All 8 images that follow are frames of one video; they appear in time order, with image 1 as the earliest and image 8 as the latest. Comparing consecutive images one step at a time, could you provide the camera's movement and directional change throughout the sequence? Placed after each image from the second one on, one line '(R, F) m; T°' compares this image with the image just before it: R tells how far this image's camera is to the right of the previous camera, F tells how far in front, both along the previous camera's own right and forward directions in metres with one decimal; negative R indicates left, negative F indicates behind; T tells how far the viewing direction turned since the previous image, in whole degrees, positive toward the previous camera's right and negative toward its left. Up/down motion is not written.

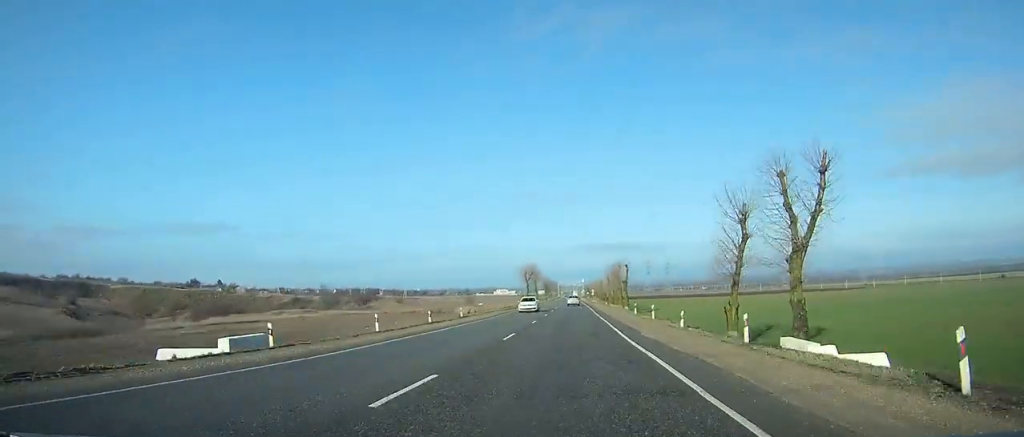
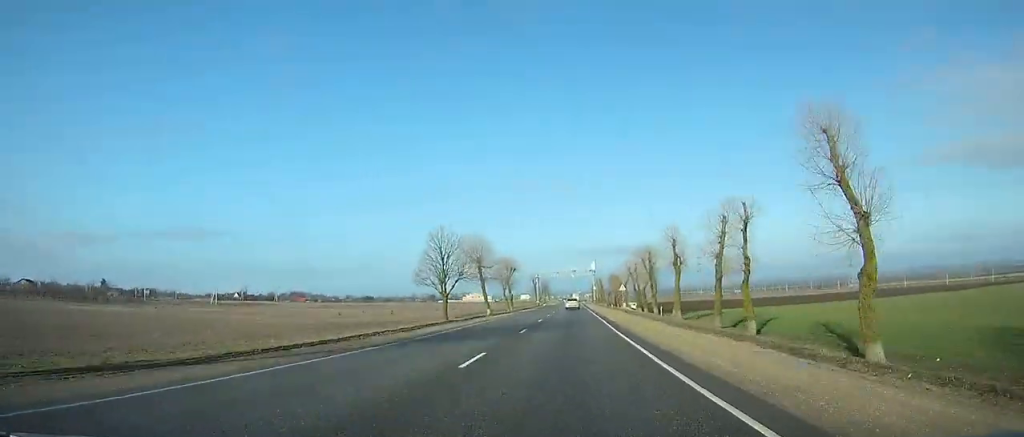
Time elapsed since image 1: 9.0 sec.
(+12.0, +209.2) m; -1°
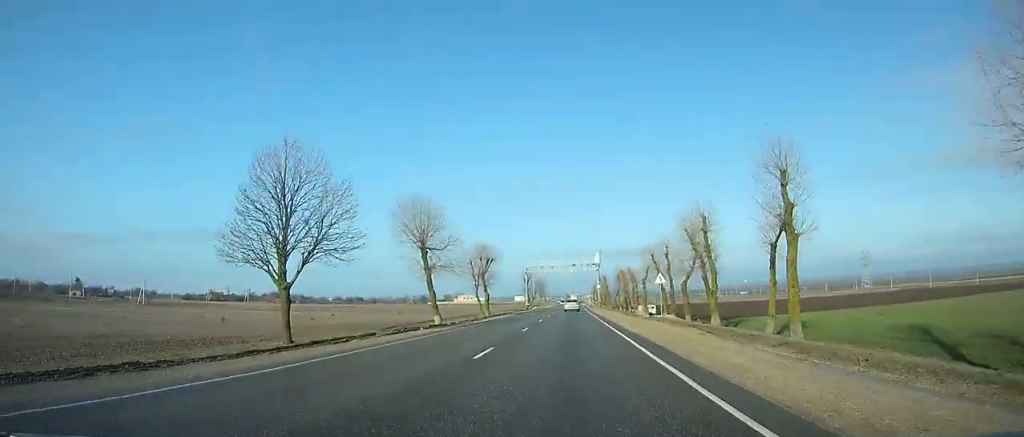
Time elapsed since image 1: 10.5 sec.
(+2.0, +34.3) m; -4°
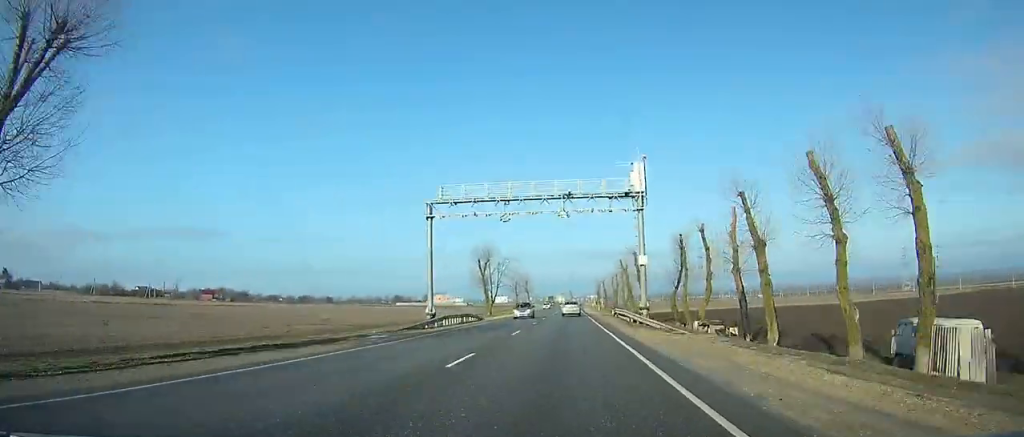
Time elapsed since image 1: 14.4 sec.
(-2.6, +83.7) m; +9°
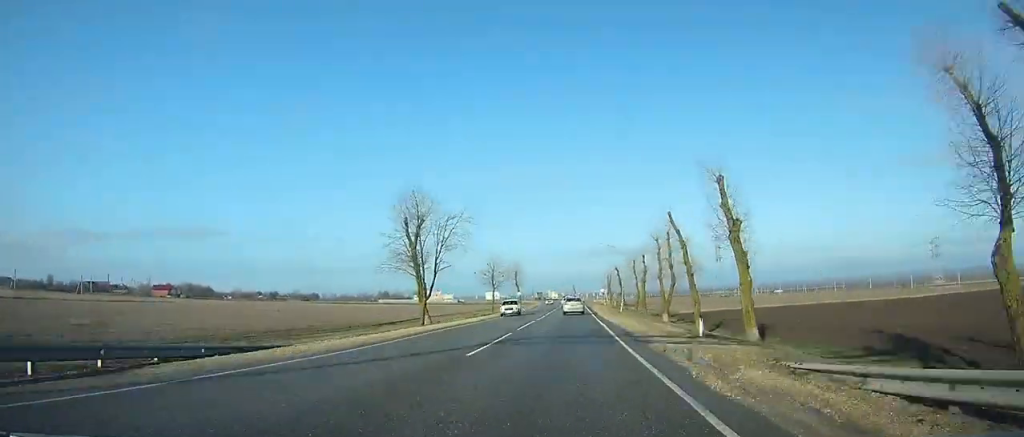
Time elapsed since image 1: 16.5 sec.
(+10.1, +45.0) m; +6°
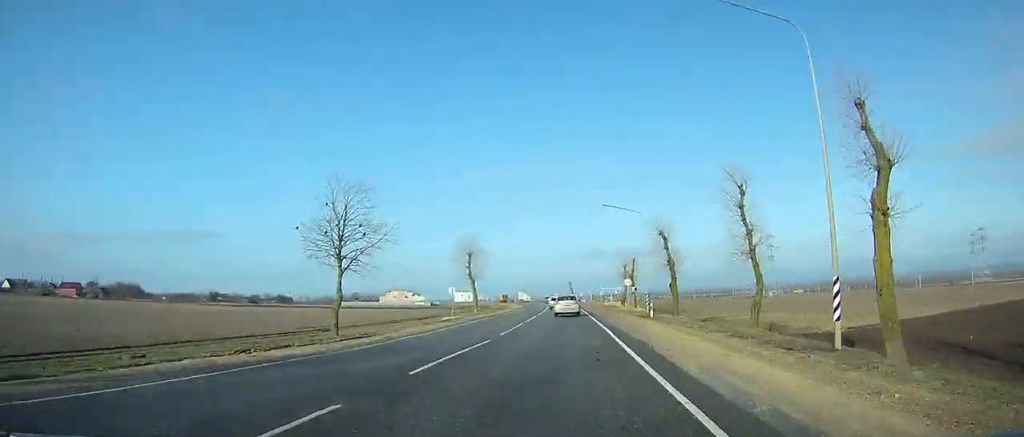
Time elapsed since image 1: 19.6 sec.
(-6.4, +63.7) m; -12°
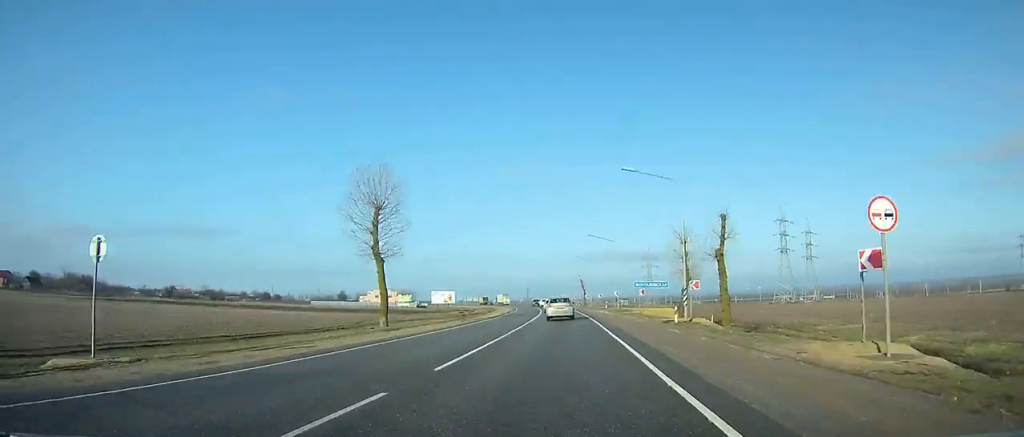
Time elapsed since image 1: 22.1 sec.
(-5.2, +47.8) m; +1°
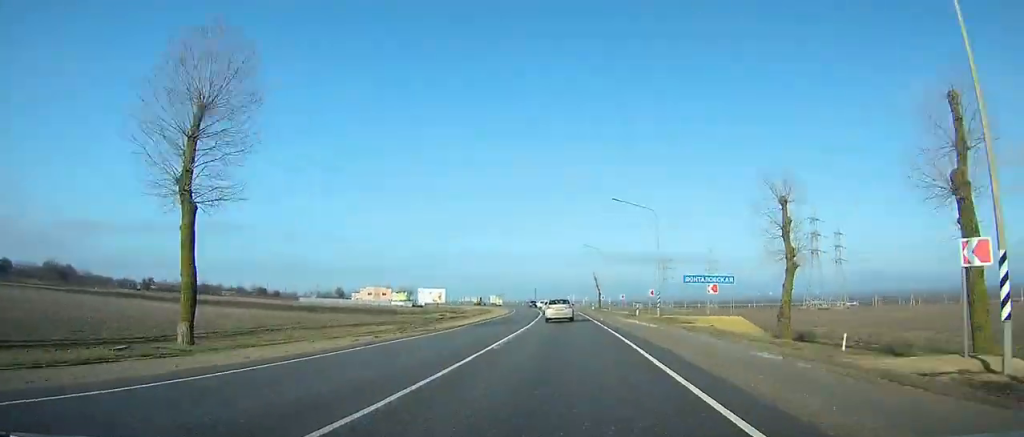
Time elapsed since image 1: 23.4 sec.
(+0.8, +24.2) m; +1°
